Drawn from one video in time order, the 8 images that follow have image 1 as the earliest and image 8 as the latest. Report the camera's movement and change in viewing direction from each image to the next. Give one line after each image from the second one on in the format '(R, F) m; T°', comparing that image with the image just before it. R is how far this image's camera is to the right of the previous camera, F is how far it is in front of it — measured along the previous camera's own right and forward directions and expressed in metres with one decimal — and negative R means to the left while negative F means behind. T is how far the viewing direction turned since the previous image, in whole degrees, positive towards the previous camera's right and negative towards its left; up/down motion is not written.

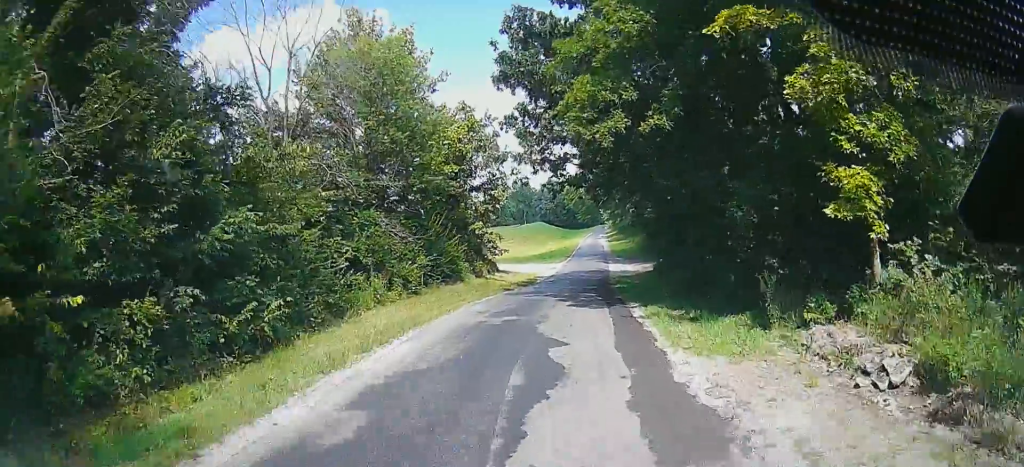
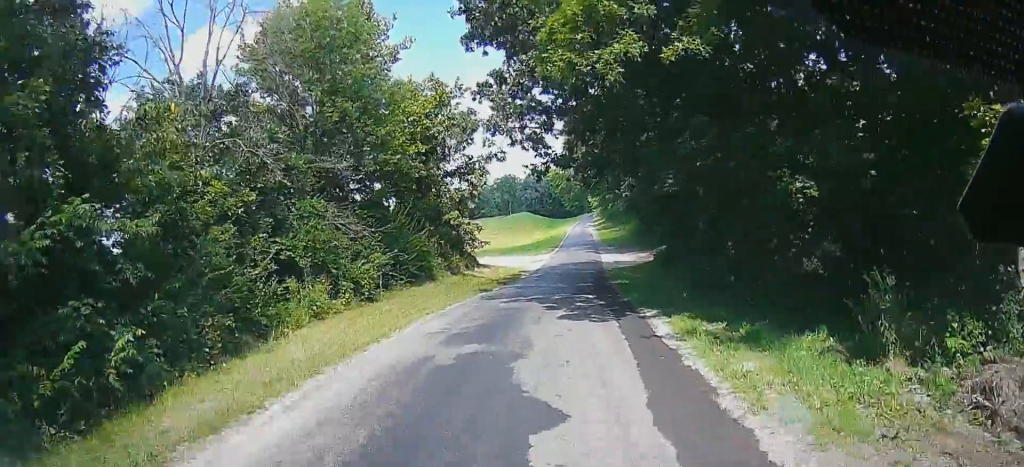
(0.0, +5.4) m; 0°
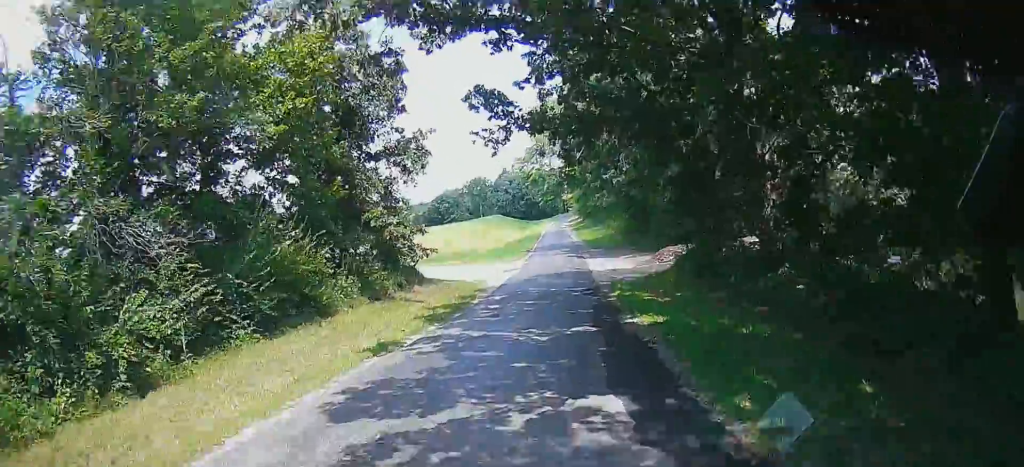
(-0.5, +13.0) m; -2°
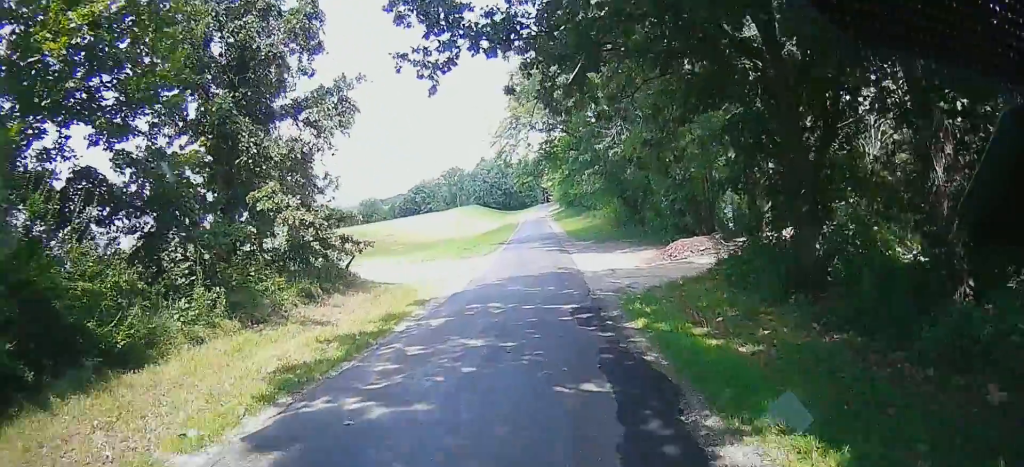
(0.0, +10.2) m; 0°
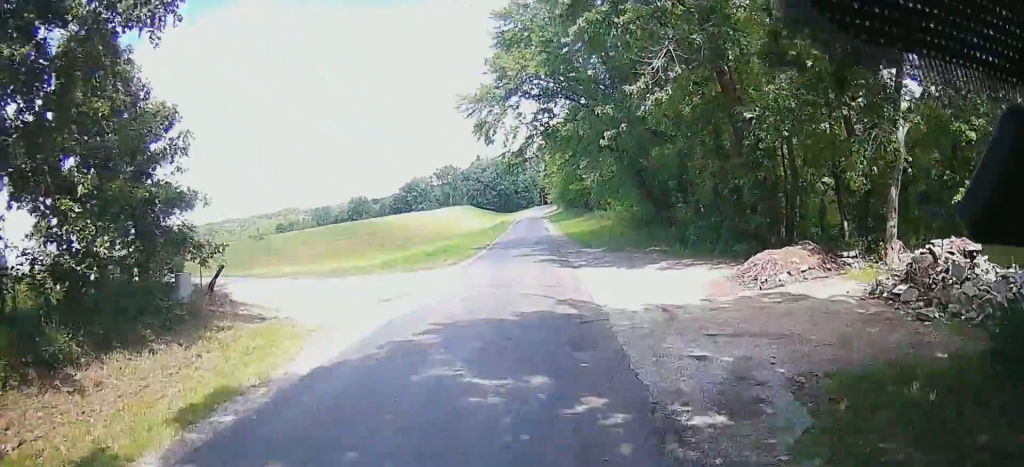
(0.0, +13.4) m; +2°
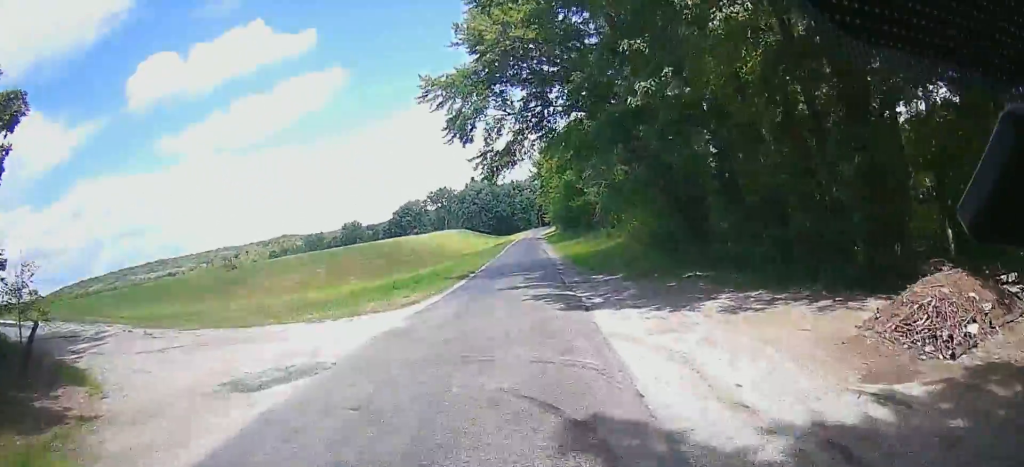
(+0.2, +9.0) m; +2°
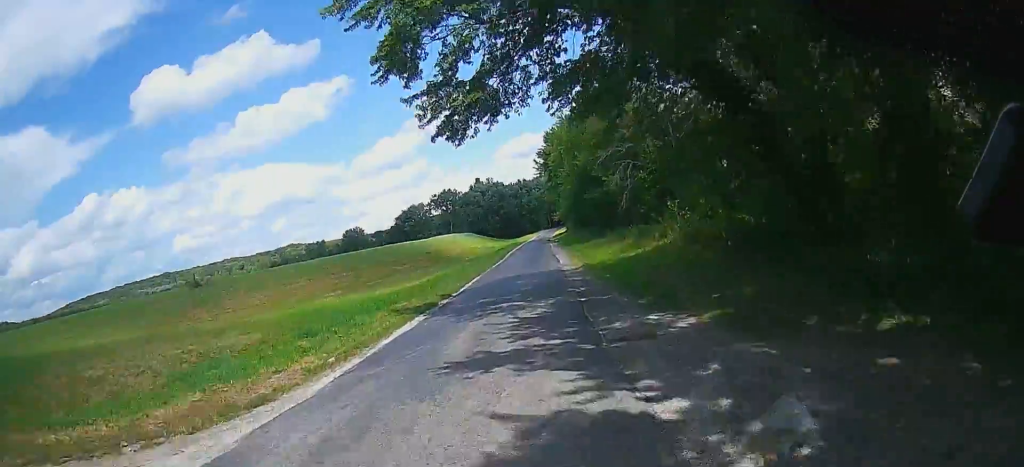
(+0.2, +13.6) m; +2°
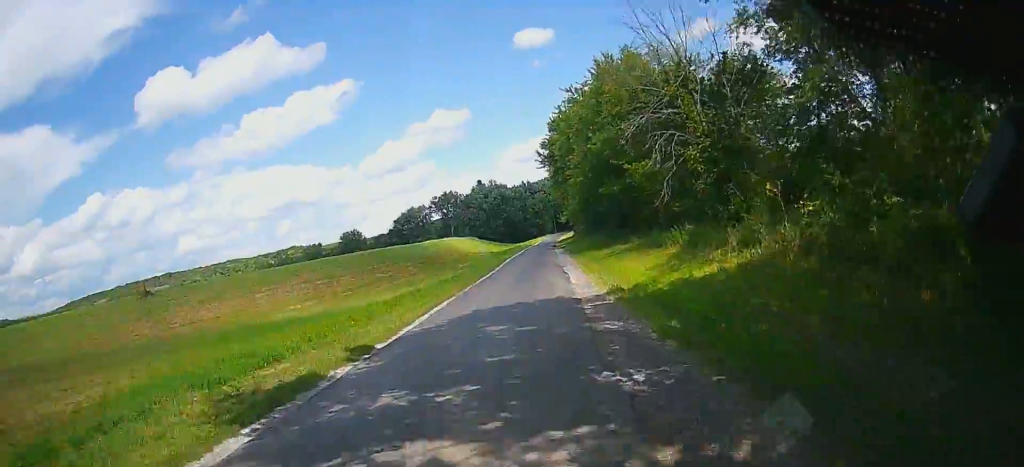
(+0.2, +12.7) m; 0°
